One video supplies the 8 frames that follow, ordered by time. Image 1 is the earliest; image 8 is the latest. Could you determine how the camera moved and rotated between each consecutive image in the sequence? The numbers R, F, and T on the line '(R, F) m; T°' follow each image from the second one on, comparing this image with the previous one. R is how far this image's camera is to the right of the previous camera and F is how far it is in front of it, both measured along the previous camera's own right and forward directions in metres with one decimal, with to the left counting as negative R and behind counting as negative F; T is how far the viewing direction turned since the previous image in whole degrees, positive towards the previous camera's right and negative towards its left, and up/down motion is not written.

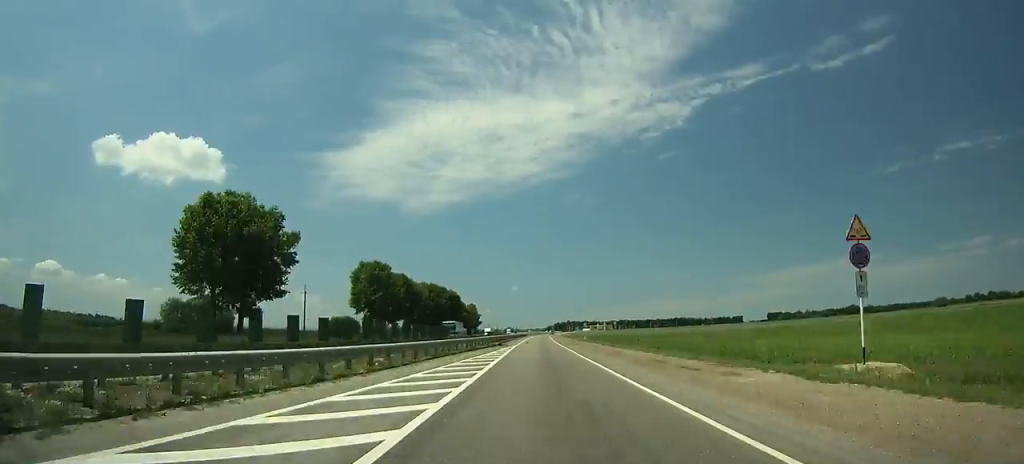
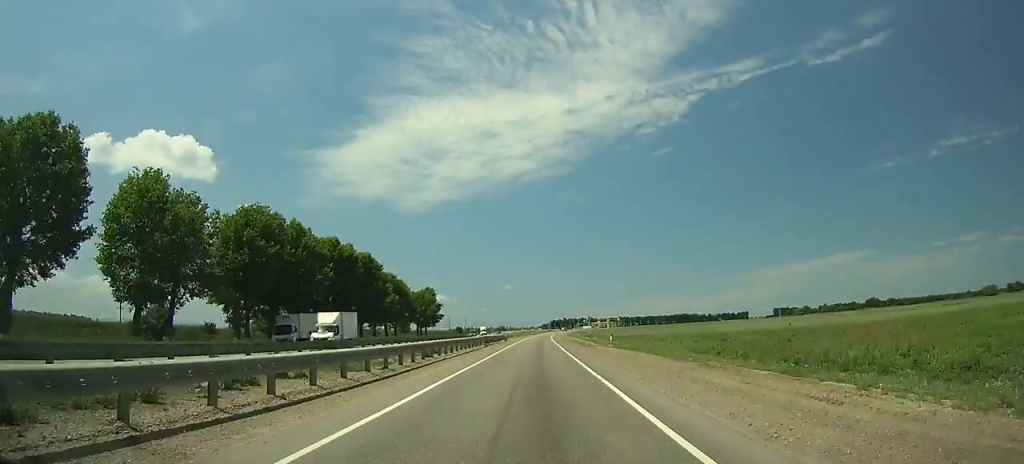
(+0.1, +78.1) m; 0°
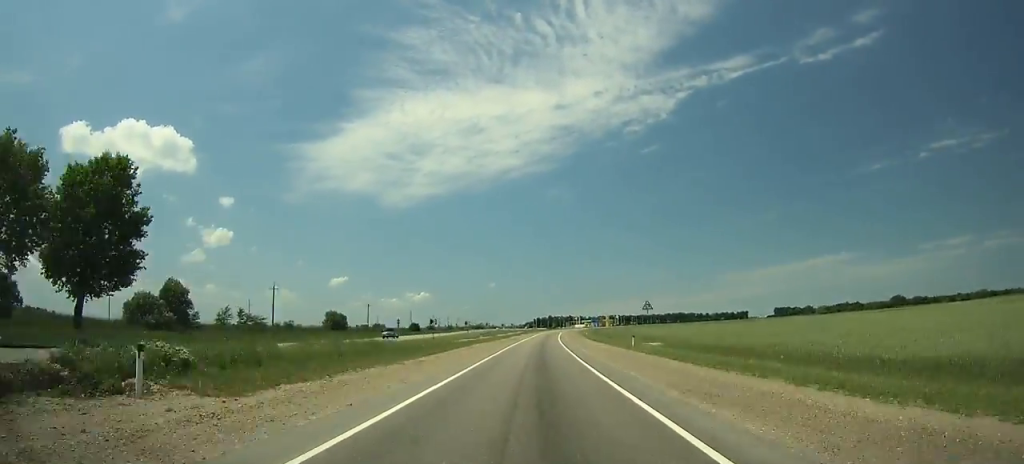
(+1.0, +107.4) m; +2°
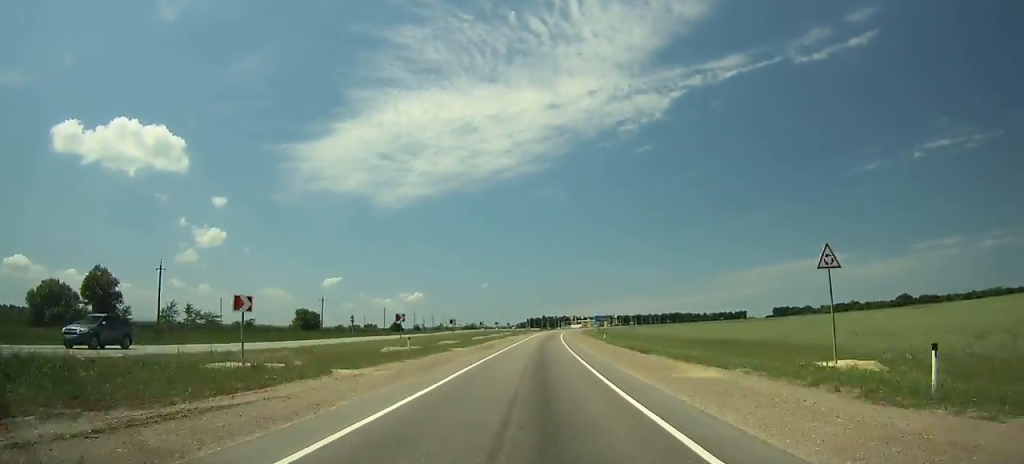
(+0.3, +30.2) m; +1°
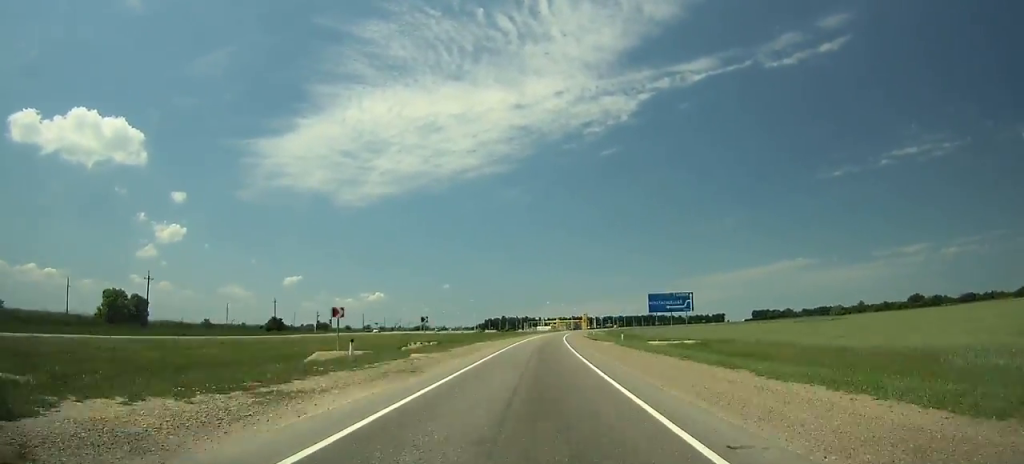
(+2.5, +106.9) m; +4°
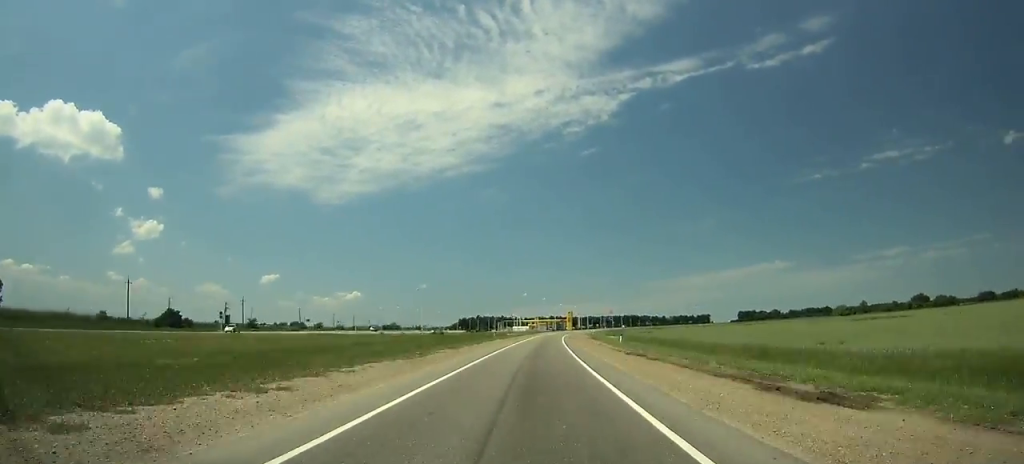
(+1.4, +49.9) m; +2°
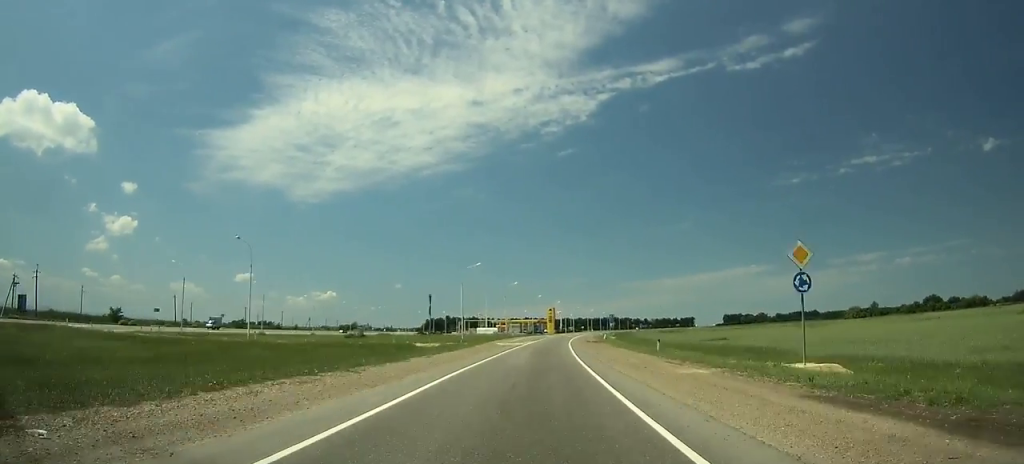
(+1.6, +65.5) m; +3°
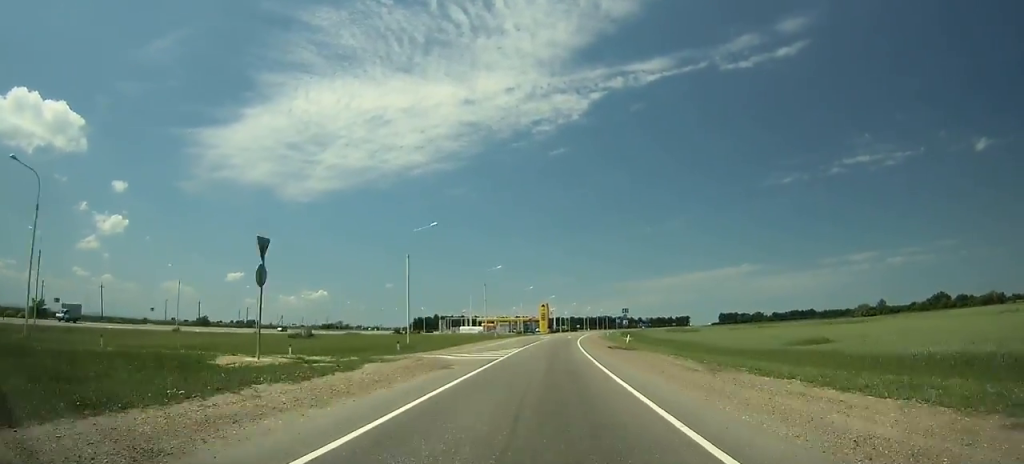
(+0.2, +27.5) m; +1°
